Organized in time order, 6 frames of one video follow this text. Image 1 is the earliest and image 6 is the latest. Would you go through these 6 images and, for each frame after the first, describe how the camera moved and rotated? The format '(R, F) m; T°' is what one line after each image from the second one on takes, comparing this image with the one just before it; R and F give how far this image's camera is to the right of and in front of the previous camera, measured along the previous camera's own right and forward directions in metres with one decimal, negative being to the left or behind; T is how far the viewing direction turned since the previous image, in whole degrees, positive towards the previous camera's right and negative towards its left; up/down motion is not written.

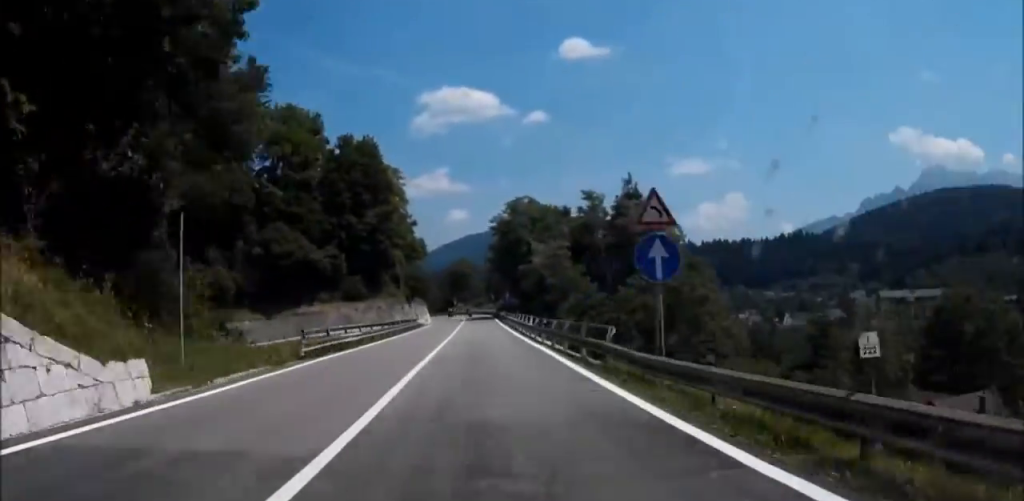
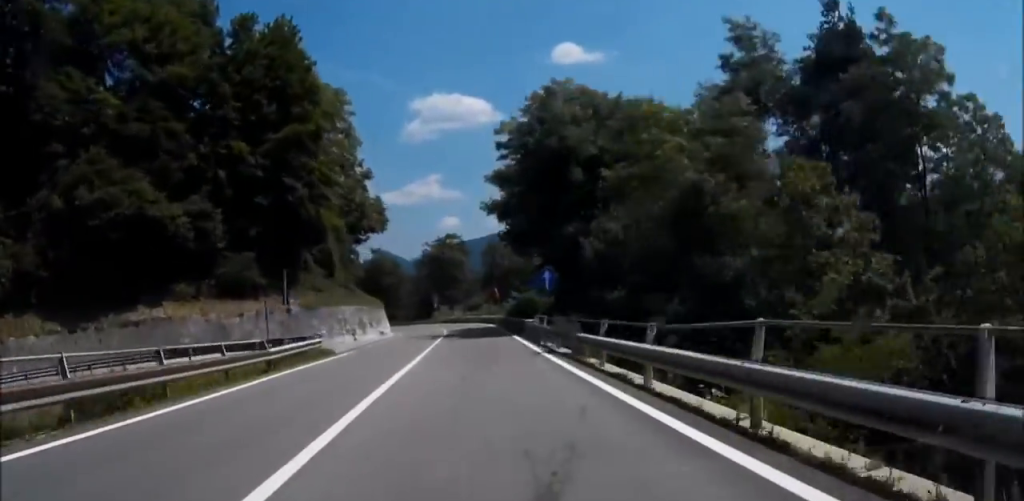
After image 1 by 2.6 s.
(-2.1, +46.5) m; -4°
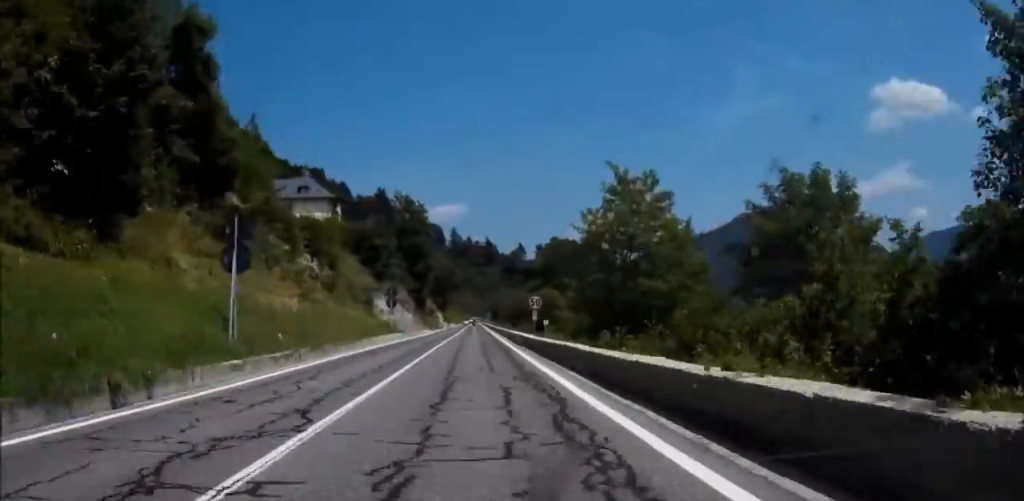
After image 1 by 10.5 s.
(-30.1, +118.0) m; -38°
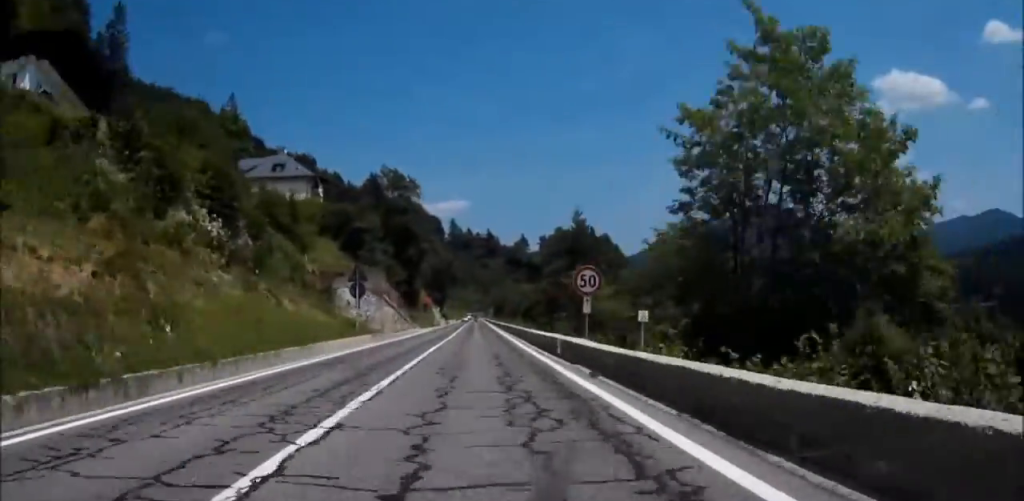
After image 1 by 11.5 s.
(0.0, +17.7) m; 0°
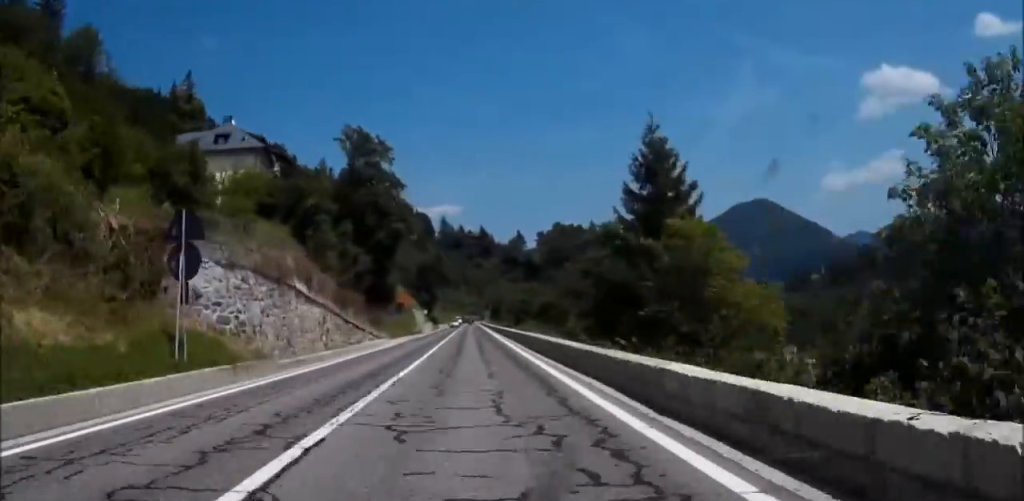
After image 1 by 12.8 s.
(0.0, +24.1) m; 0°
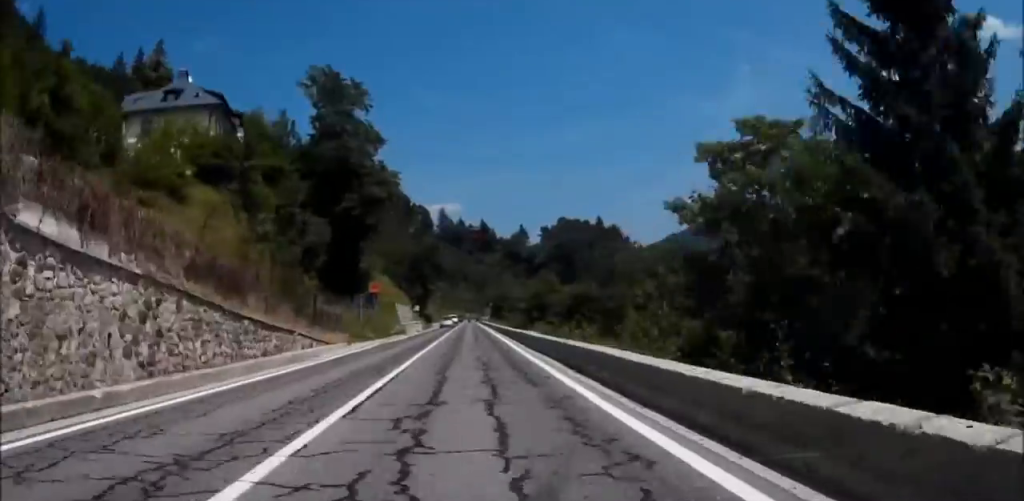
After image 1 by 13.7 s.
(+0.1, +17.8) m; 0°
